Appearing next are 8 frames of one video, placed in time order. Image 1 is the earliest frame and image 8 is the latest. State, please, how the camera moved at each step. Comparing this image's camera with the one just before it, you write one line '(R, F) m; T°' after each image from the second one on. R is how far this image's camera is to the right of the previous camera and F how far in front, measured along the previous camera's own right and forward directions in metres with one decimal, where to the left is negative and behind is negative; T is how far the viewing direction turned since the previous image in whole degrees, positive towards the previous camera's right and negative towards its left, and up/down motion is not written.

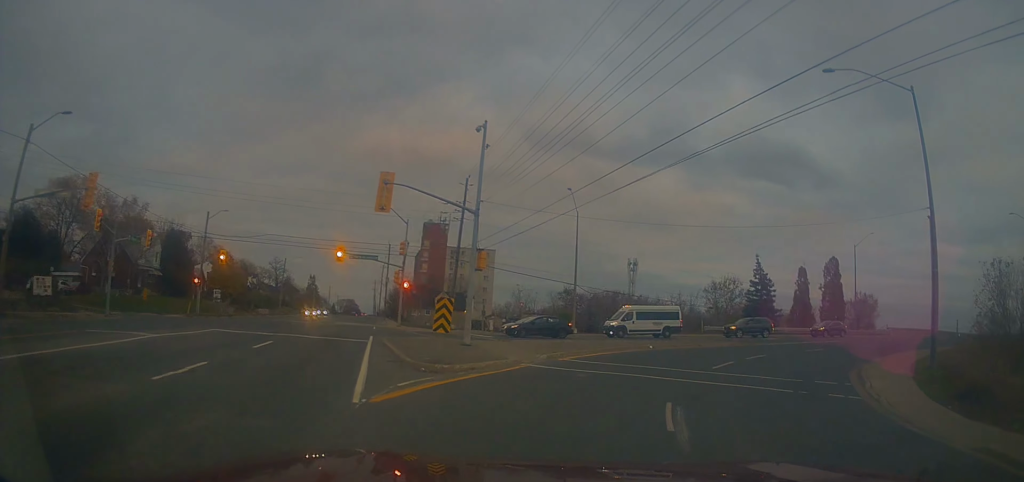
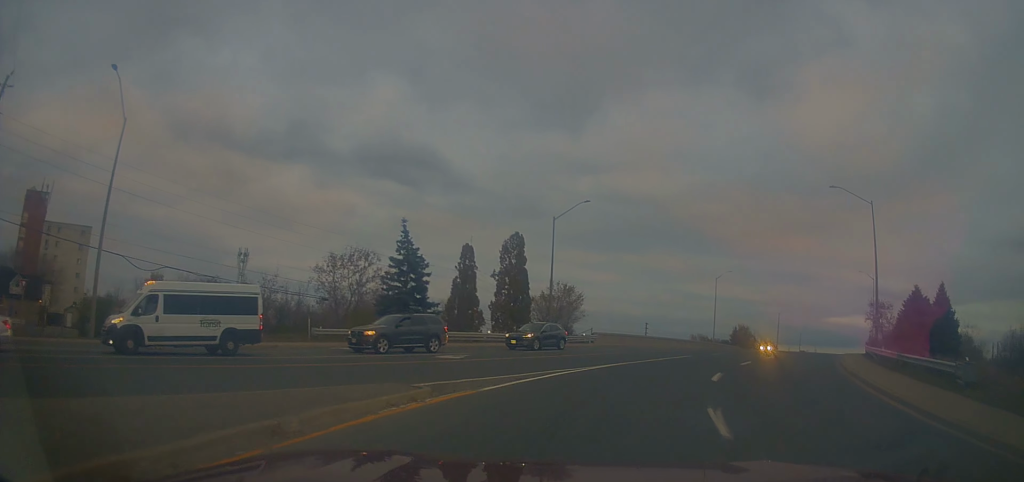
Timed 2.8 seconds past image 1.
(+9.1, +22.5) m; +43°
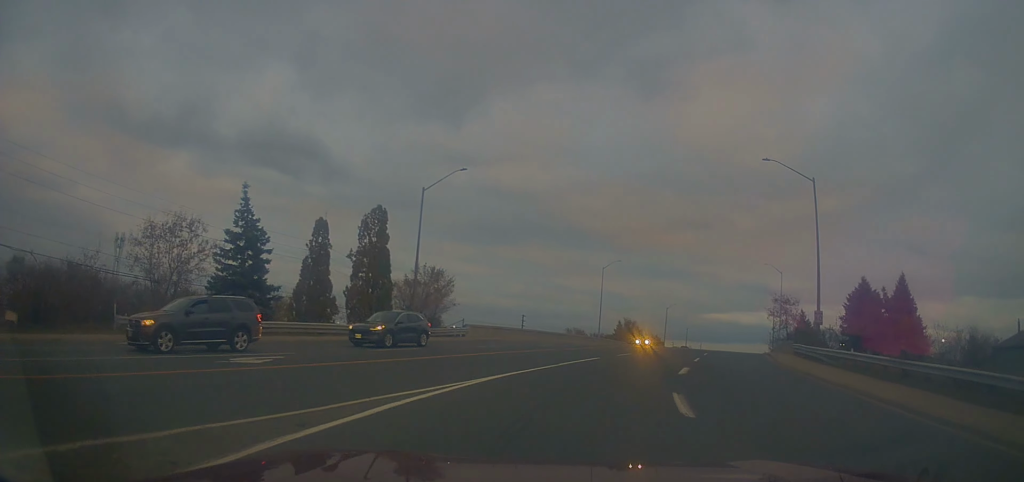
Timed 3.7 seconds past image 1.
(+0.7, +8.2) m; +9°
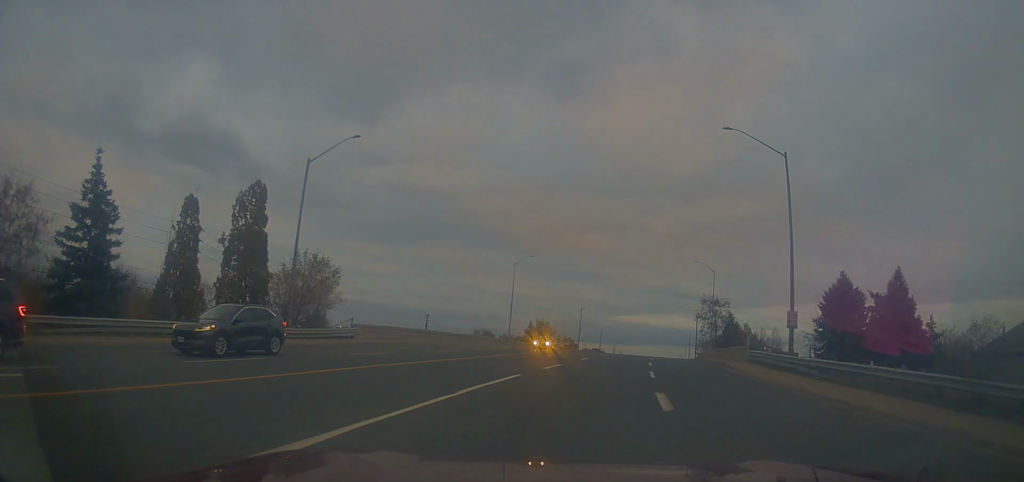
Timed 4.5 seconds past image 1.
(+0.1, +7.5) m; +9°
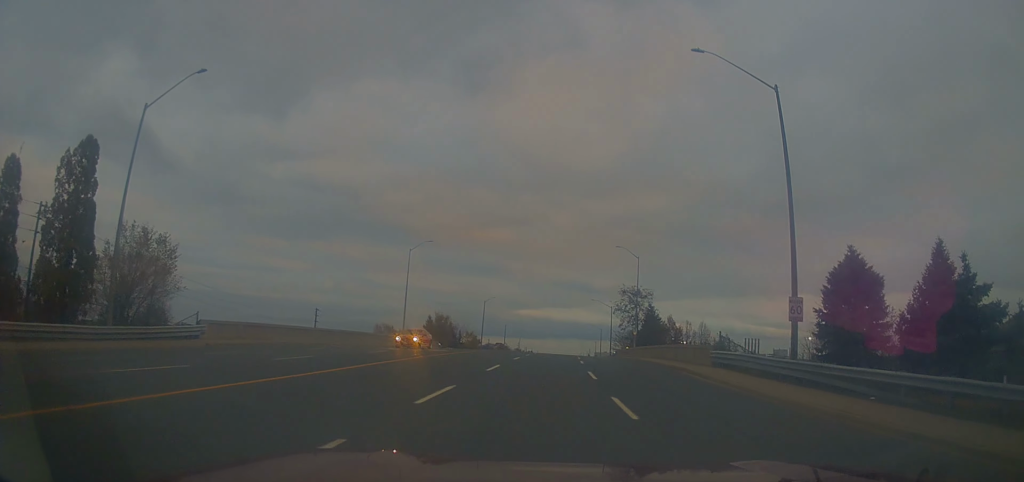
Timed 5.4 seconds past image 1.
(+1.3, +9.7) m; +10°
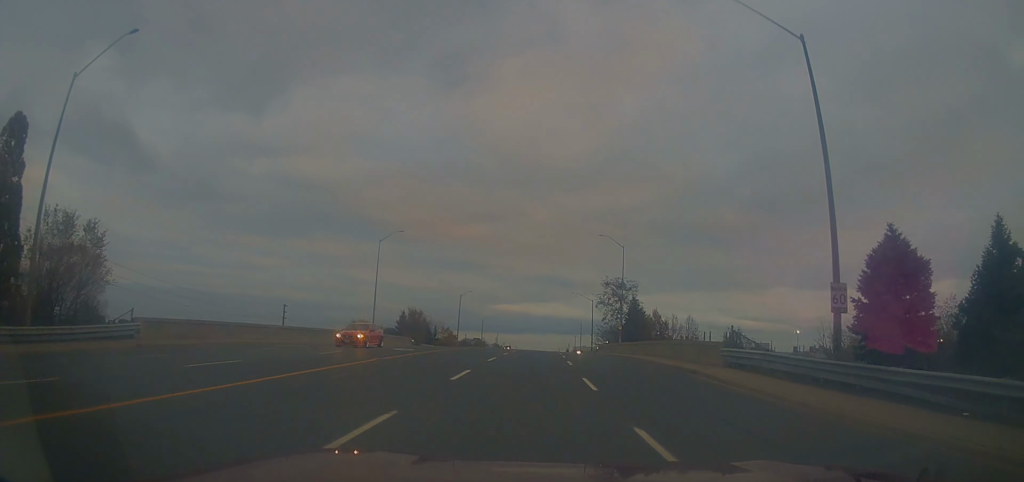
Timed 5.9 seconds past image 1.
(+0.2, +4.7) m; 0°
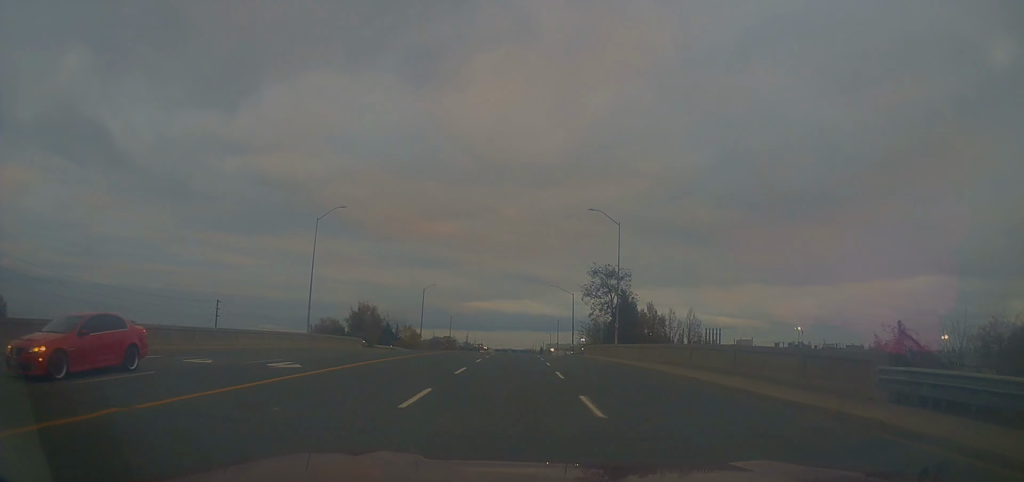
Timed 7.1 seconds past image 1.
(+0.1, +13.6) m; +1°
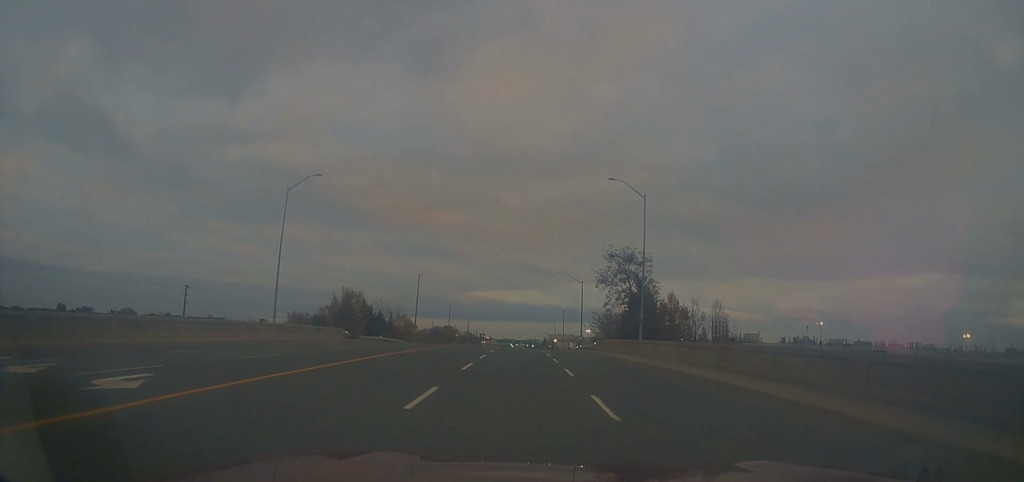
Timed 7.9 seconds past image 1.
(+0.1, +8.8) m; +1°
